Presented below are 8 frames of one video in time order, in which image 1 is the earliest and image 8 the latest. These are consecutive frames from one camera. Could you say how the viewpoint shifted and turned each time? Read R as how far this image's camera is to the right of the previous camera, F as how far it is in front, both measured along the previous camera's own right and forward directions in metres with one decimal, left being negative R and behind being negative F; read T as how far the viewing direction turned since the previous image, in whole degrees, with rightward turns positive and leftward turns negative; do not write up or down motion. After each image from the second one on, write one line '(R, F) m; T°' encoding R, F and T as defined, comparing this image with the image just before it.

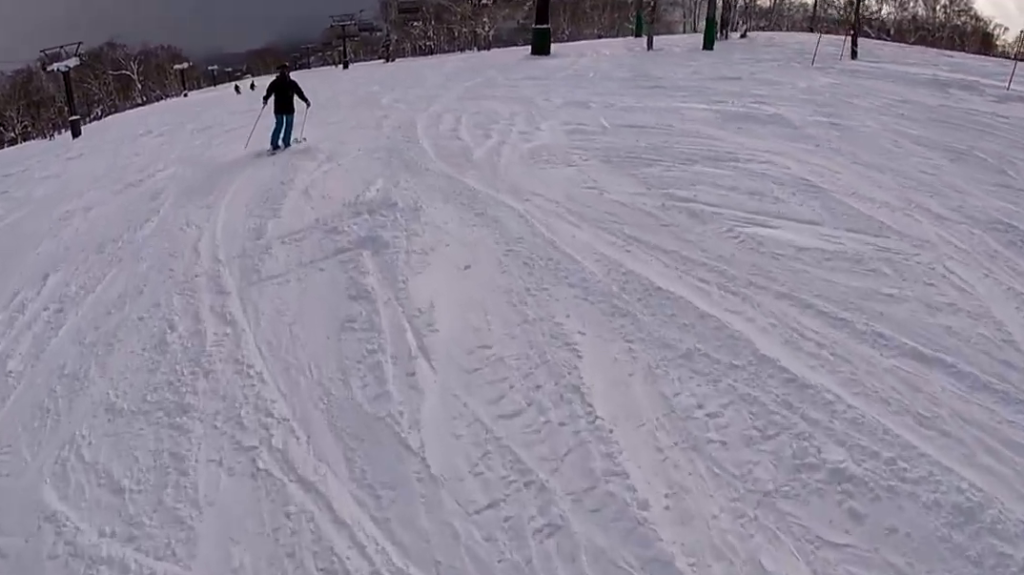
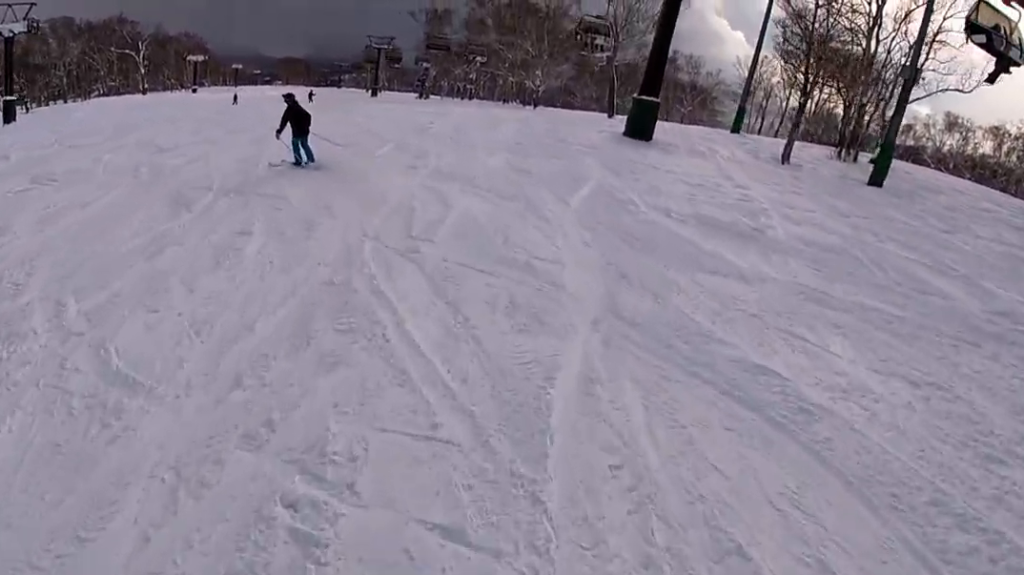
(+1.9, +13.6) m; -8°
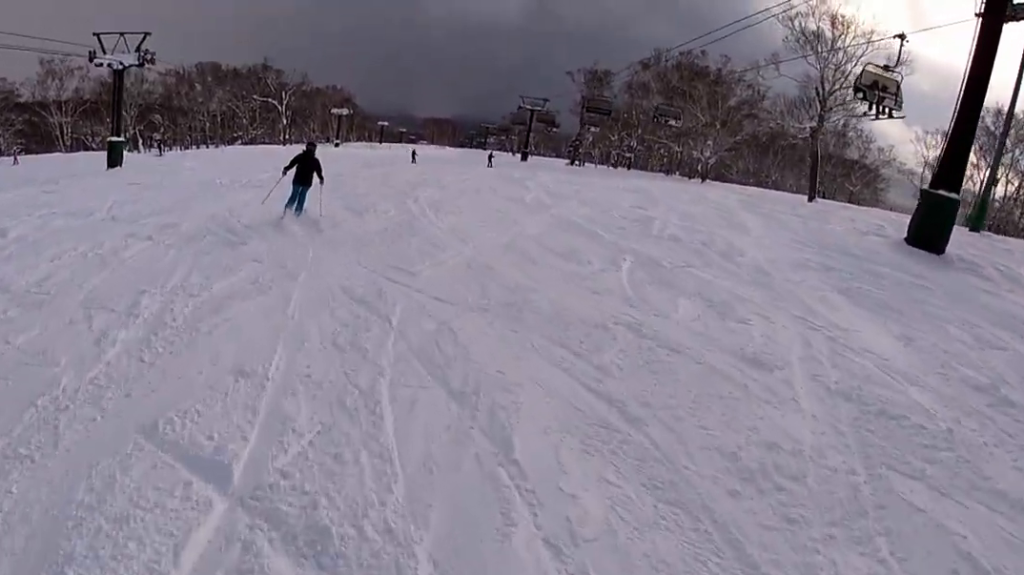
(-1.5, +8.1) m; -12°
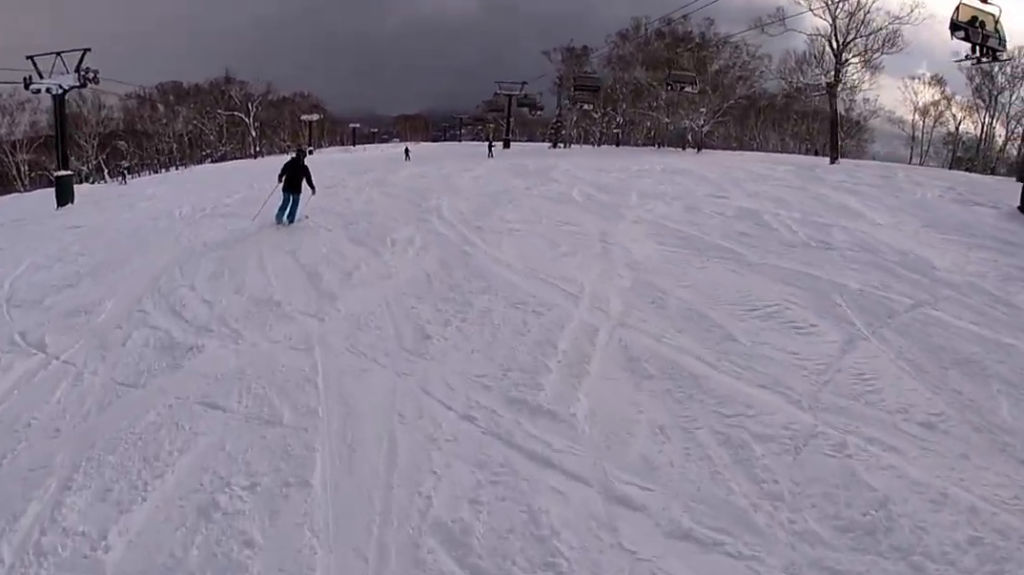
(-0.7, +4.2) m; +5°
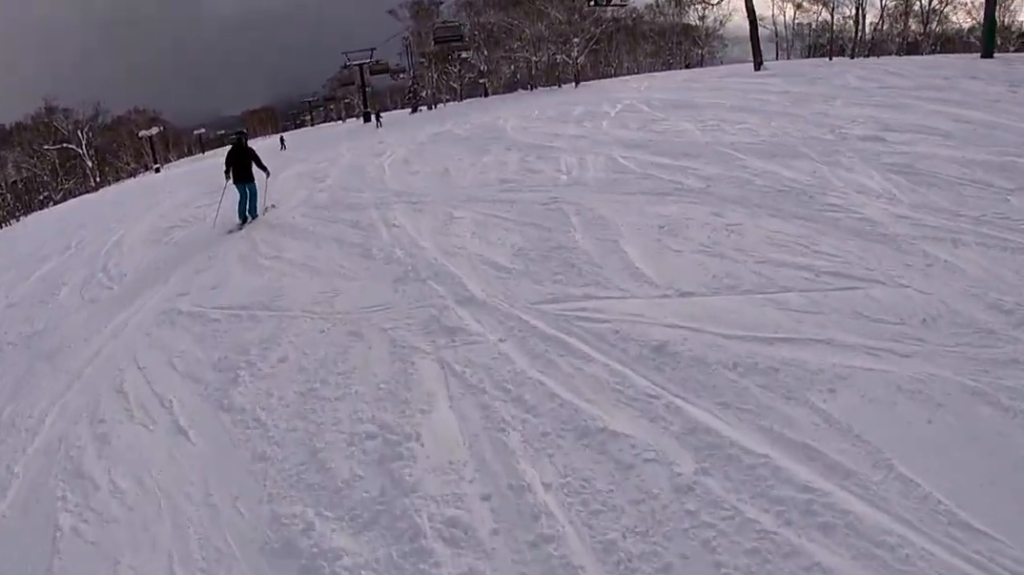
(+1.5, +6.8) m; +14°
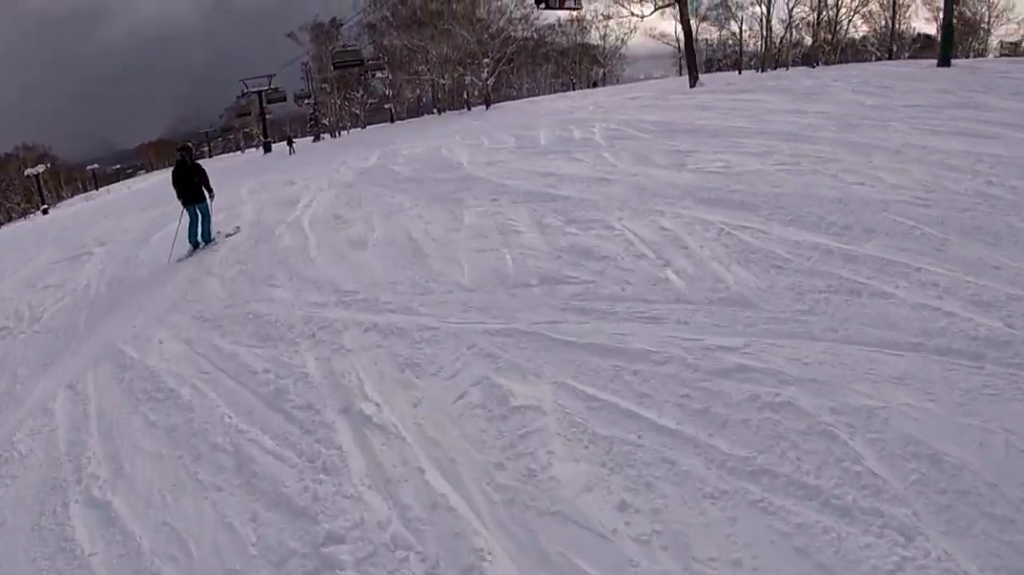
(+0.1, +3.9) m; +6°
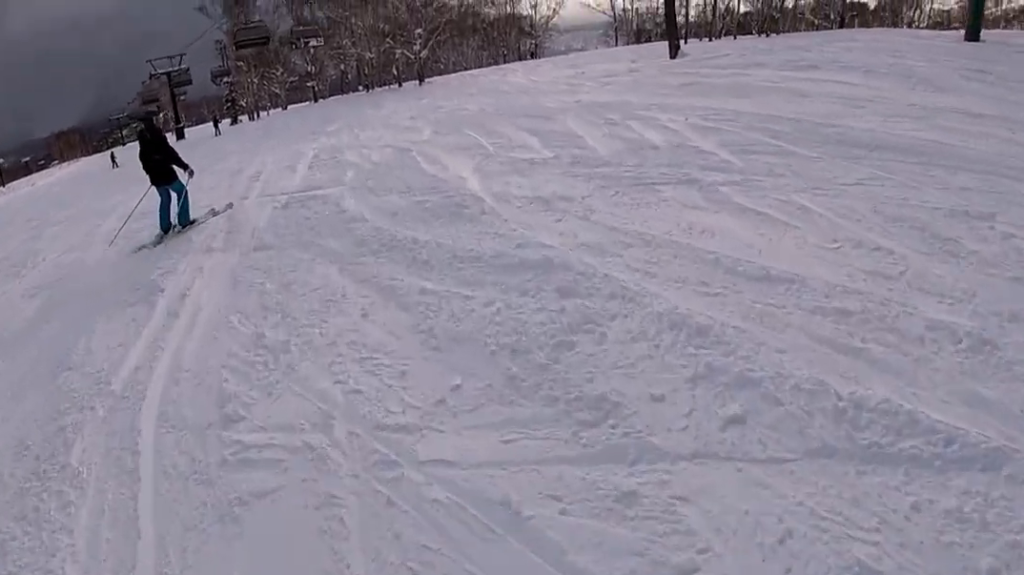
(+0.1, +5.3) m; +9°
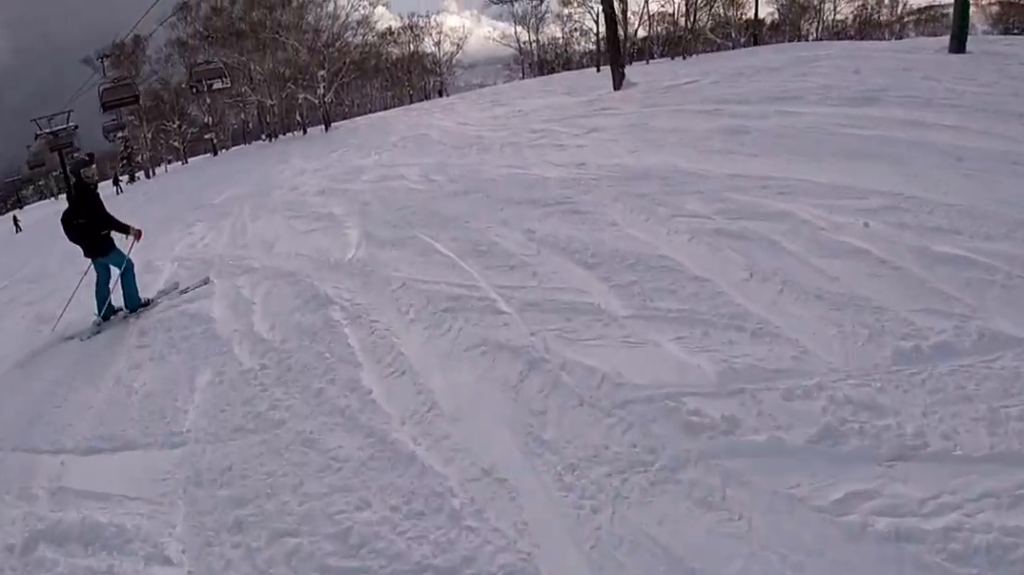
(+0.6, +4.7) m; +11°
